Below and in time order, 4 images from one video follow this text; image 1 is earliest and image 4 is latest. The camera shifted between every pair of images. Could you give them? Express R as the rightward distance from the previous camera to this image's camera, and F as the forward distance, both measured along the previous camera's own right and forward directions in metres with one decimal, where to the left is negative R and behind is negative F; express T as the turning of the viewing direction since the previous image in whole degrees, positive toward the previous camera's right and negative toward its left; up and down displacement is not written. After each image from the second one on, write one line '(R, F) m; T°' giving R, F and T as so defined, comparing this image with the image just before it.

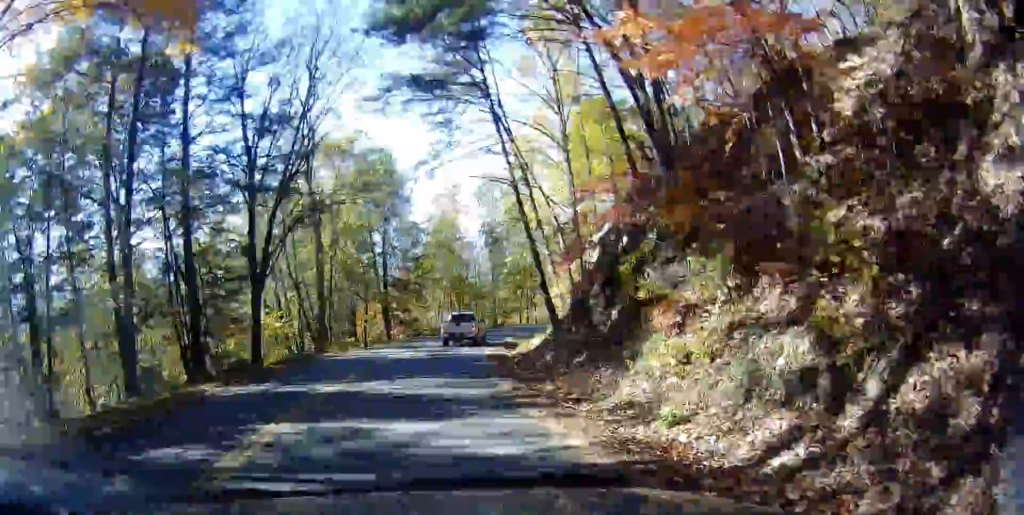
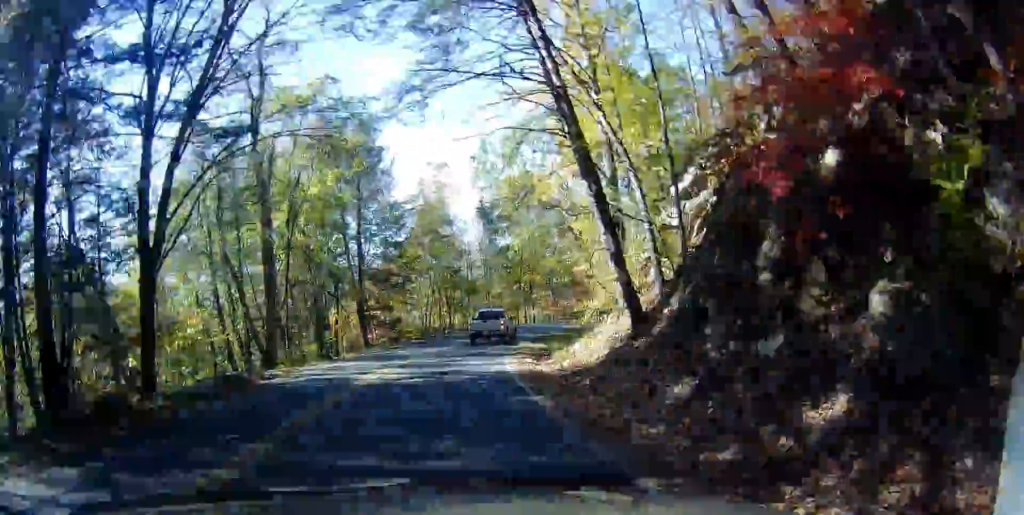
(+1.0, +9.7) m; +6°
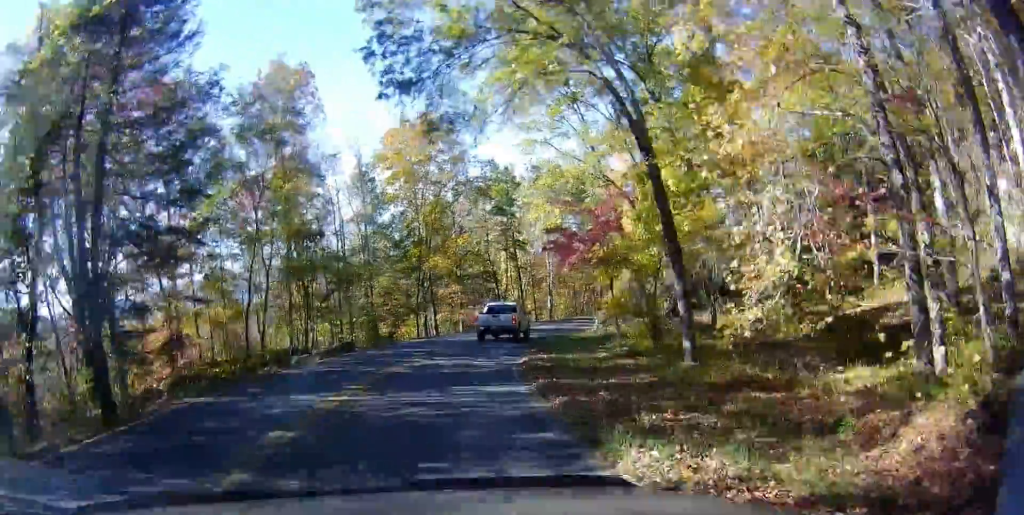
(+1.7, +23.5) m; +17°
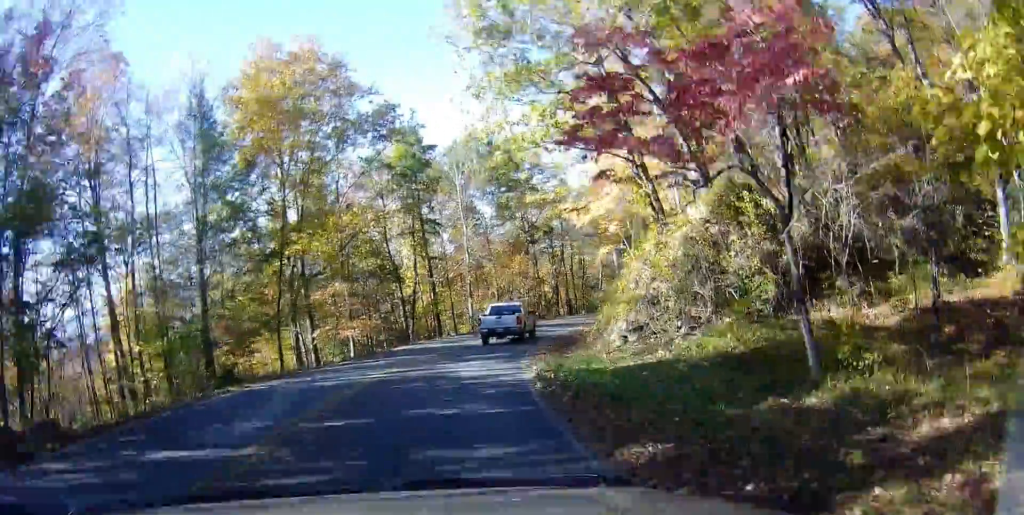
(+3.0, +17.4) m; +13°
